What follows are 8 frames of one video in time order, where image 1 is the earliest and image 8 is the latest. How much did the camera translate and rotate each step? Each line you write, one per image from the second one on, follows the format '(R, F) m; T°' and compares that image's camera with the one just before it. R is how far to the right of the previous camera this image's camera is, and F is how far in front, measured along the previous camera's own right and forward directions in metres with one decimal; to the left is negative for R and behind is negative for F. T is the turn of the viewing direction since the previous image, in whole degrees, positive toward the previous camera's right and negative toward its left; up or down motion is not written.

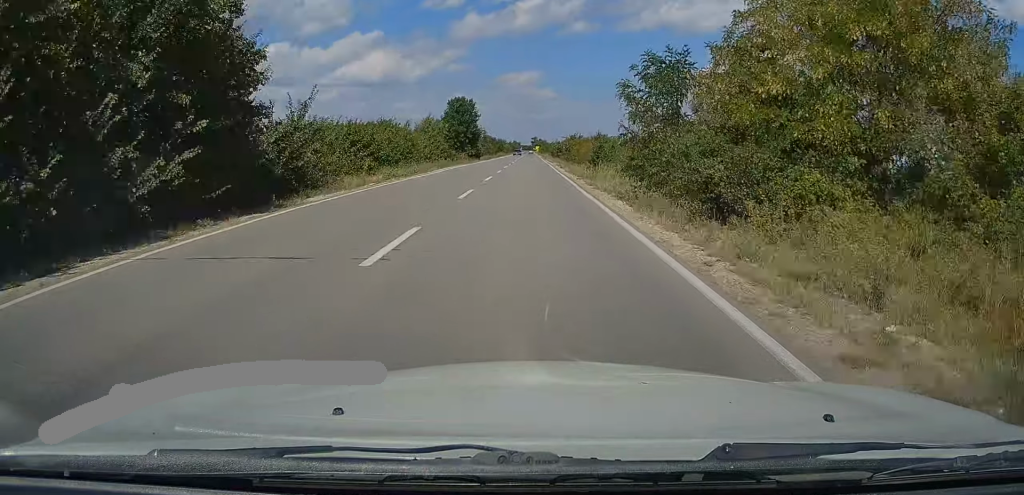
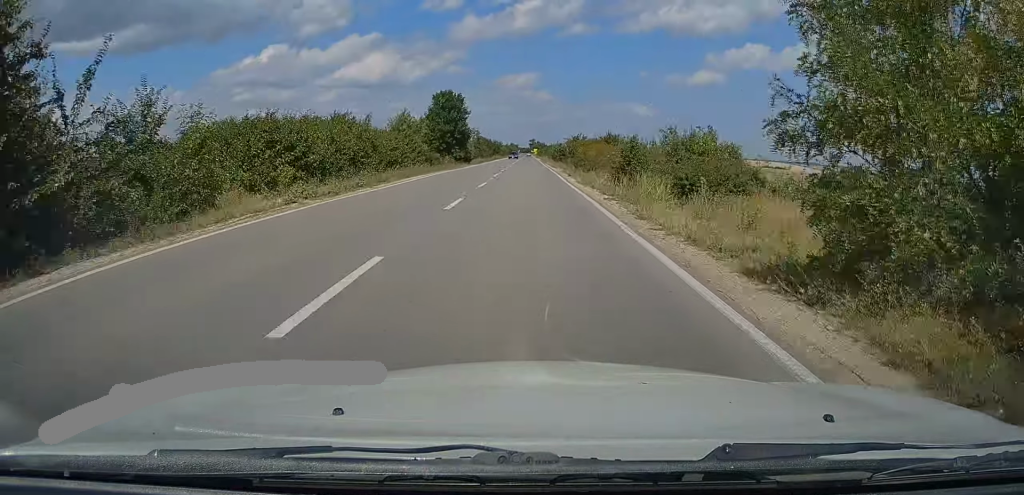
(0.0, +11.5) m; 0°
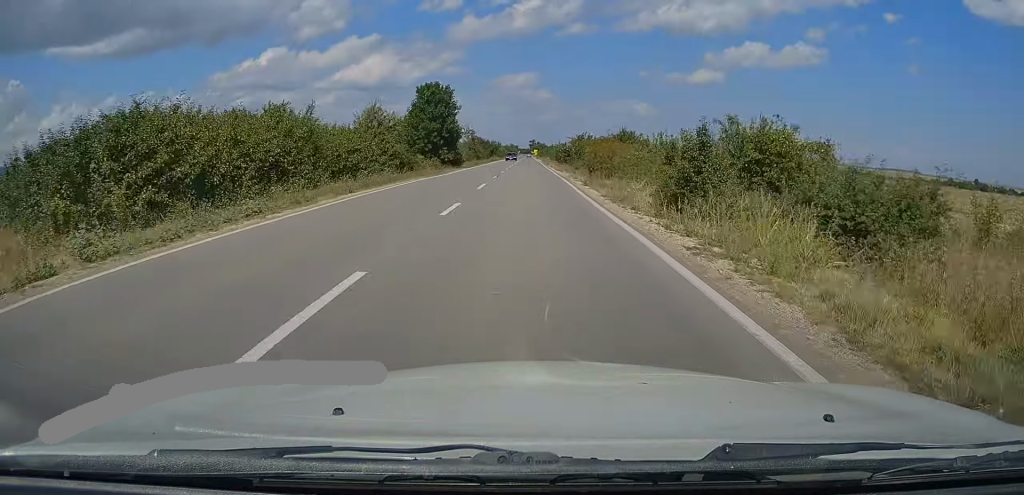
(-0.1, +9.8) m; 0°
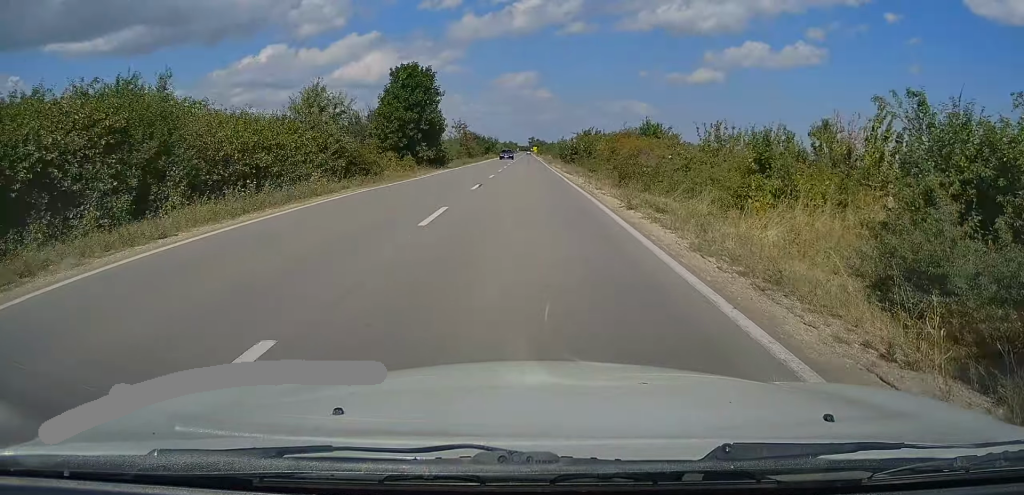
(-0.1, +11.5) m; 0°
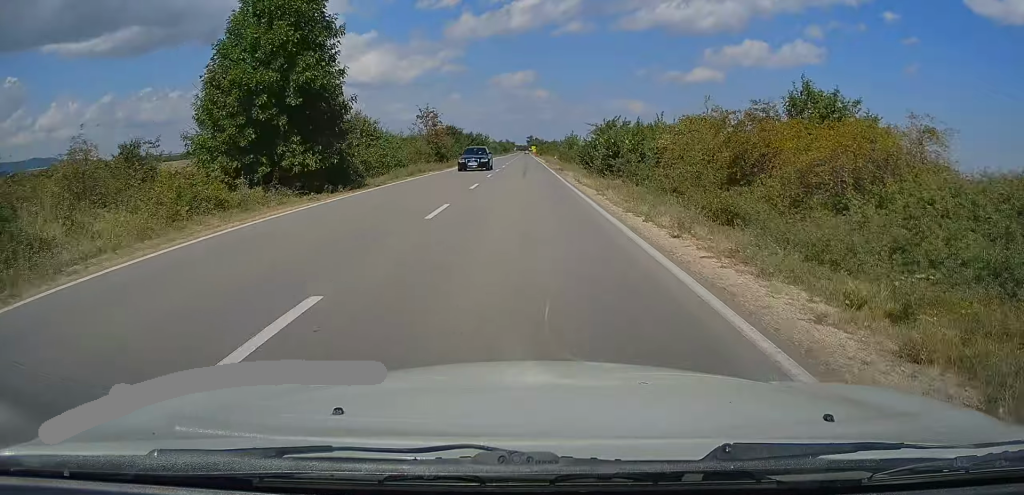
(+0.2, +26.1) m; 0°
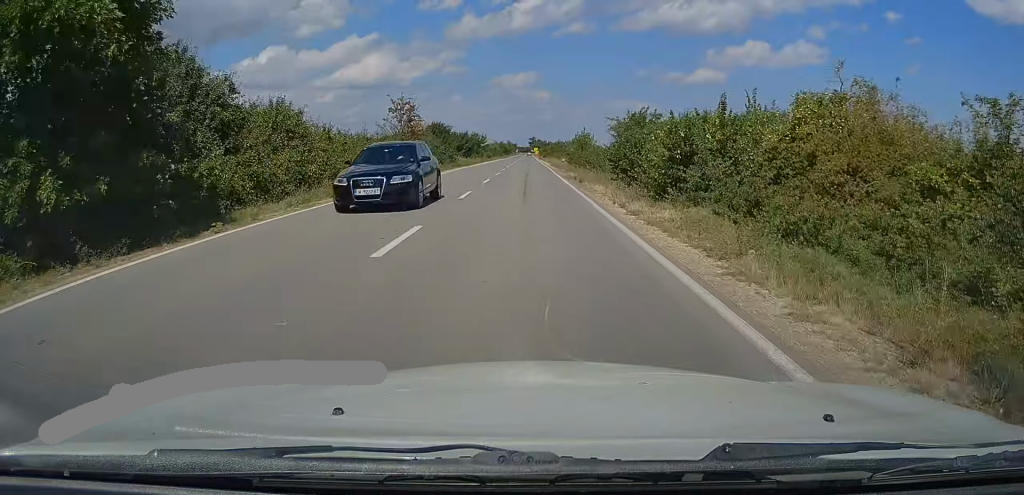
(0.0, +13.0) m; 0°
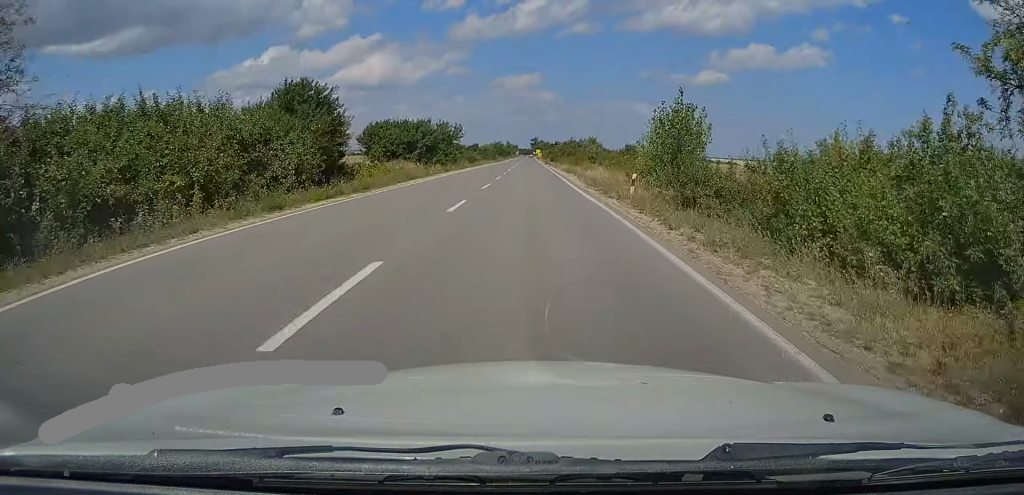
(0.0, +40.0) m; 0°
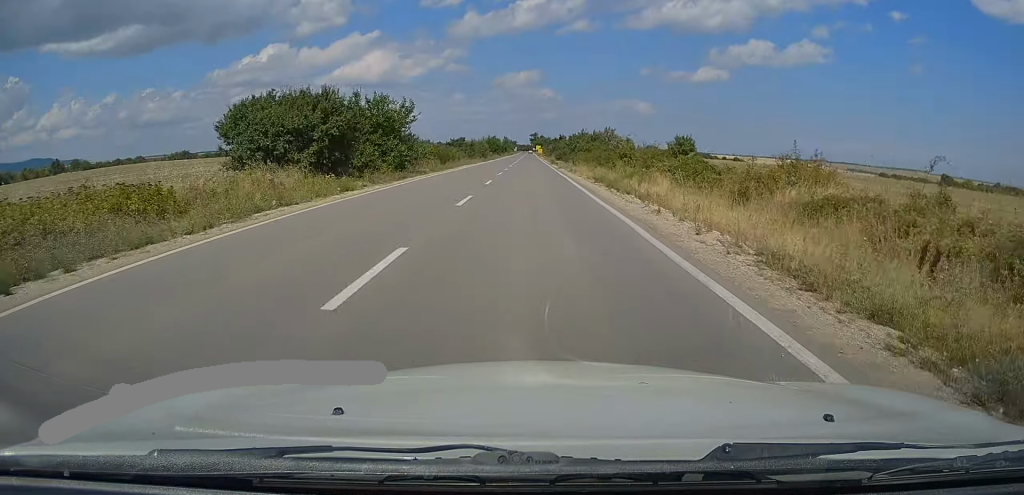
(0.0, +26.0) m; 0°
